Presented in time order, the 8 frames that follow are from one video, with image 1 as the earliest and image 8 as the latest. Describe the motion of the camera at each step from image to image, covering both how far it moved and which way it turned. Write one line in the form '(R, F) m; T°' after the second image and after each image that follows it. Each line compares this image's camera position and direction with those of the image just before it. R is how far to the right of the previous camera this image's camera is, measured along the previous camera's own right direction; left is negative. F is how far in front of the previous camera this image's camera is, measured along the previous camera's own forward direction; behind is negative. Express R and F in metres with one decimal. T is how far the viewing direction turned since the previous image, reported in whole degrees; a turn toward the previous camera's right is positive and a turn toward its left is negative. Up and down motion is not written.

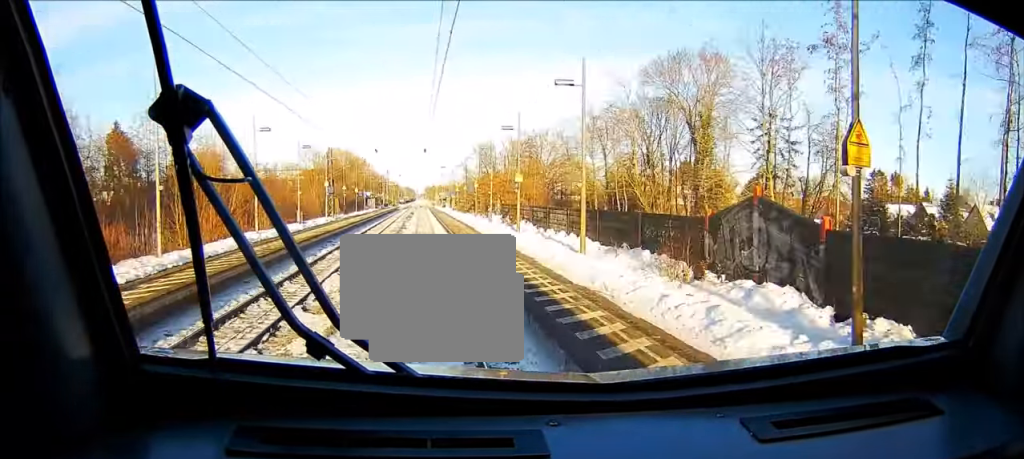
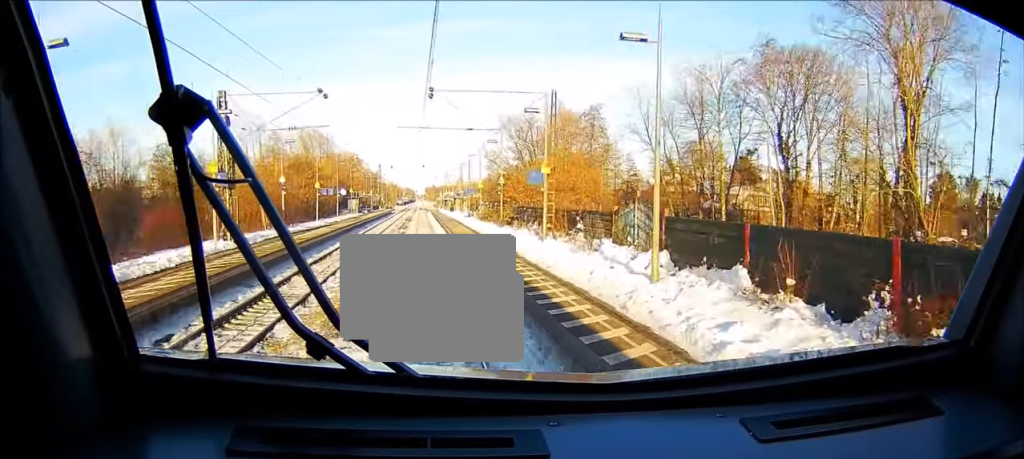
(0.0, +35.9) m; 0°
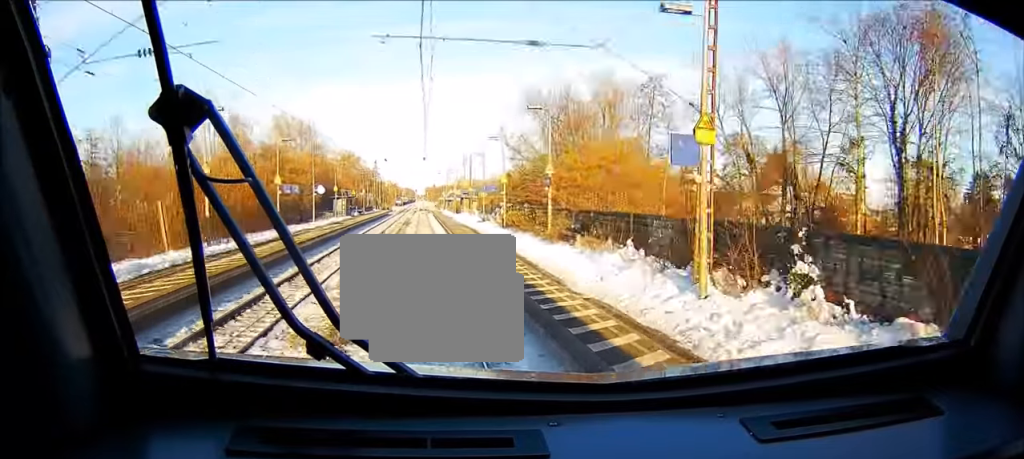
(0.0, +18.0) m; 0°
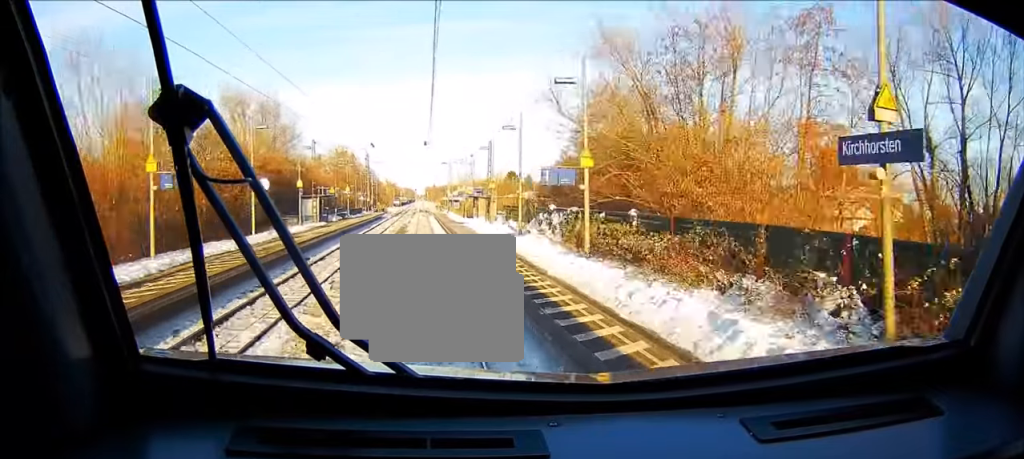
(0.0, +20.6) m; 0°
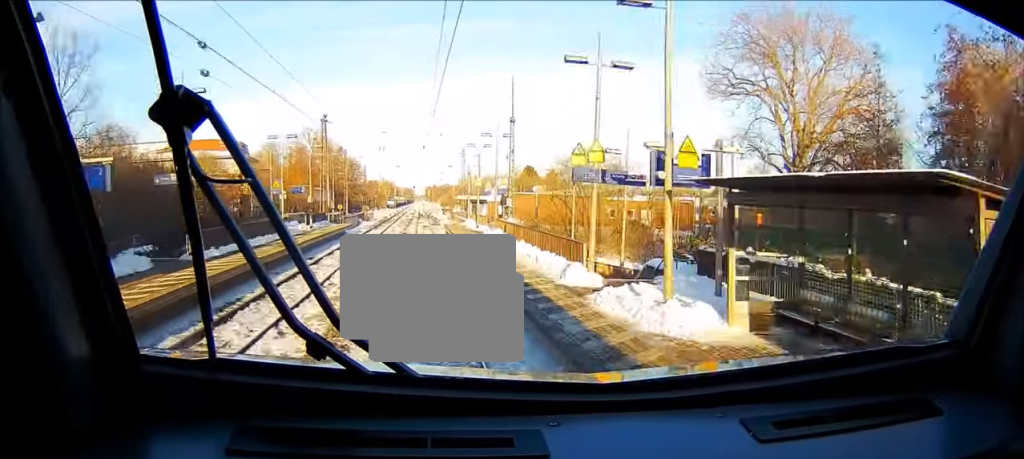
(0.0, +56.7) m; 0°
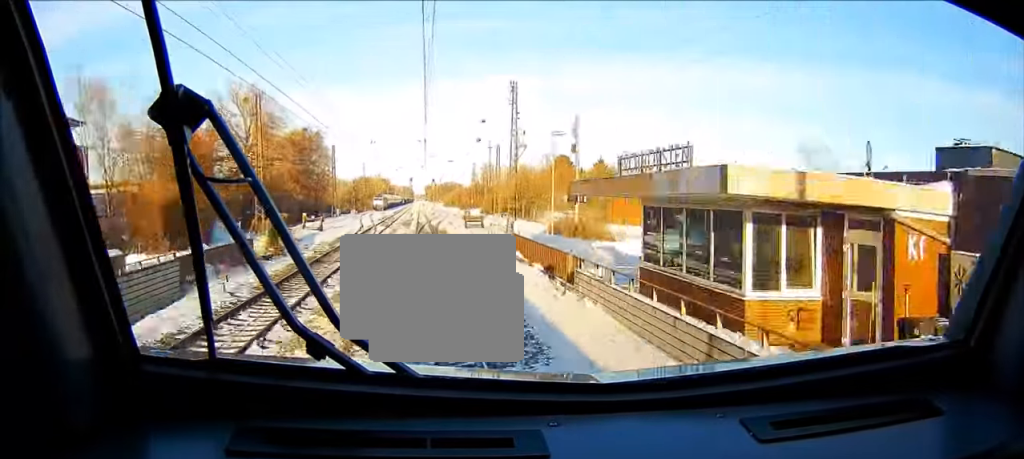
(+0.2, +67.1) m; 0°
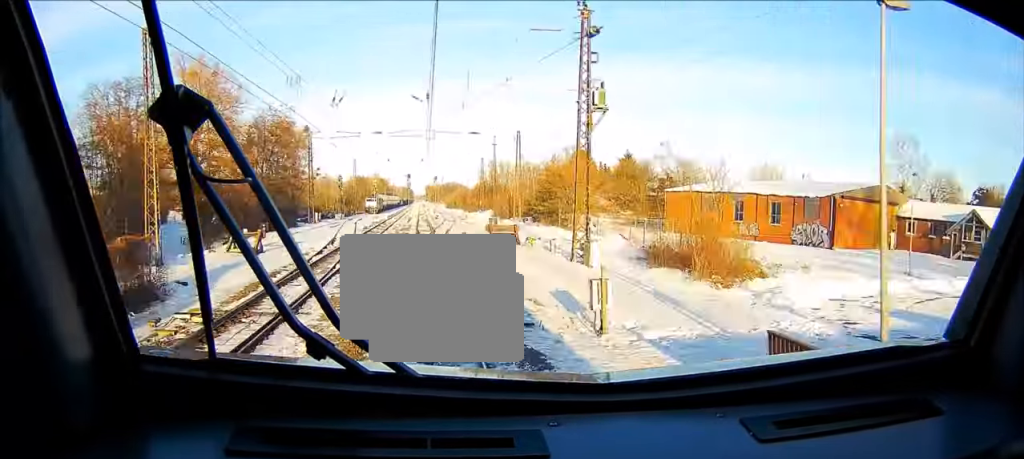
(0.0, +25.8) m; 0°
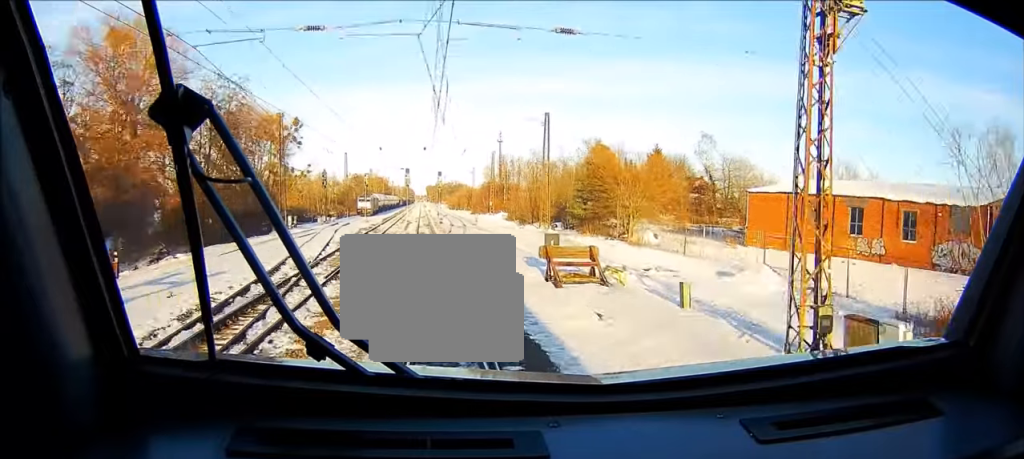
(0.0, +19.4) m; 0°
